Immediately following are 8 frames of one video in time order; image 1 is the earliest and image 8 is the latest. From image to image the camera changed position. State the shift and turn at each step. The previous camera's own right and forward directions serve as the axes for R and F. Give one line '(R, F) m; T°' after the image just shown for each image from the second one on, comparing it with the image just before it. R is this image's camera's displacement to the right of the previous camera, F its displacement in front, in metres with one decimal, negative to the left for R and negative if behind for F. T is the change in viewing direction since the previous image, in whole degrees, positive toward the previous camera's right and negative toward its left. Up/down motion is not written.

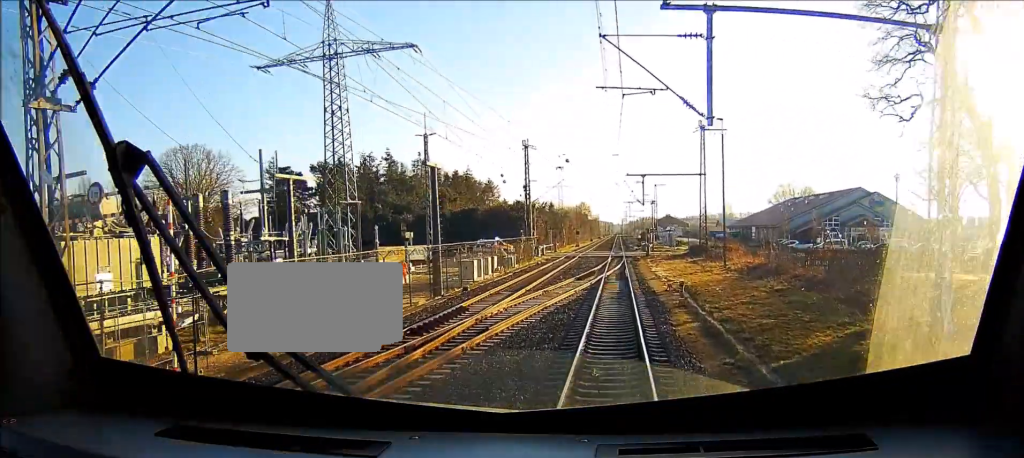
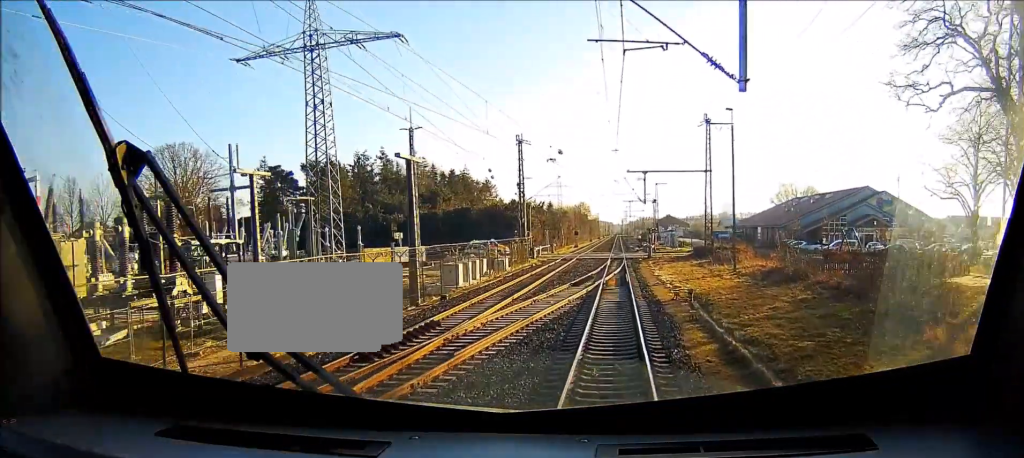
(0.0, +3.7) m; +1°
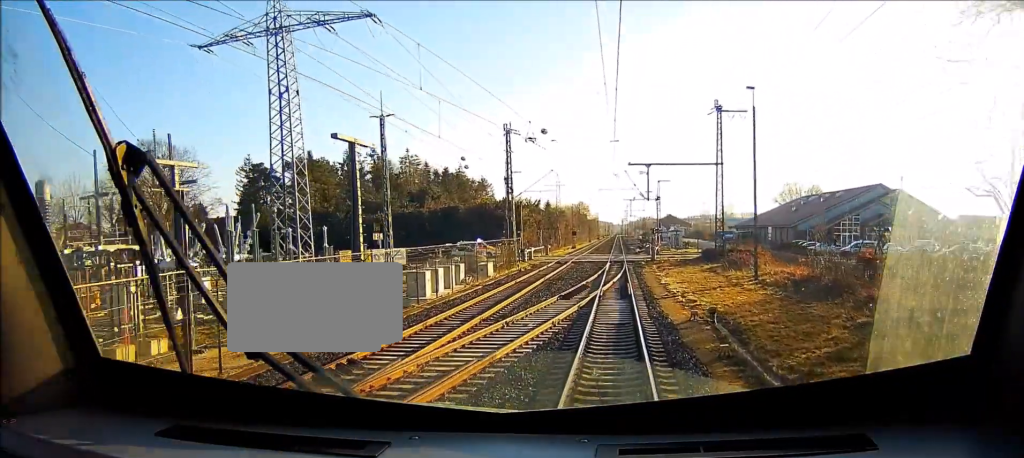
(0.0, +6.2) m; +1°
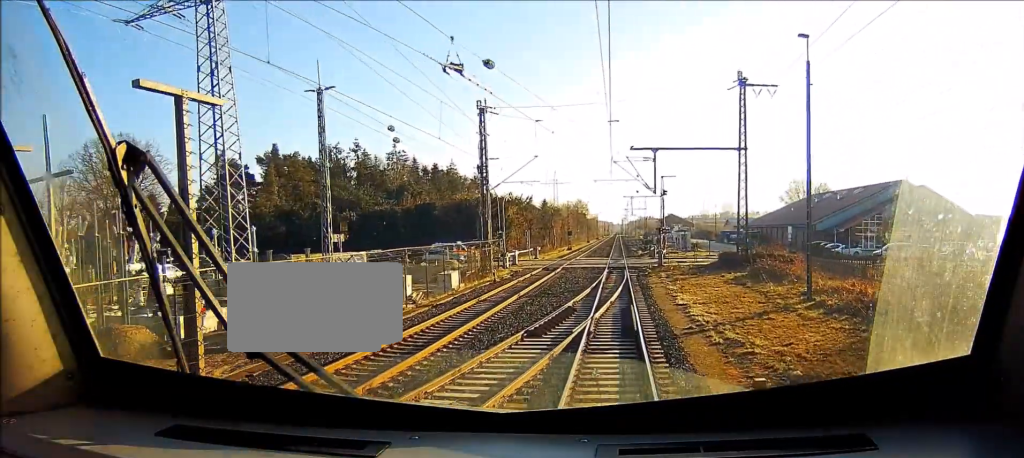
(+0.2, +8.8) m; +1°
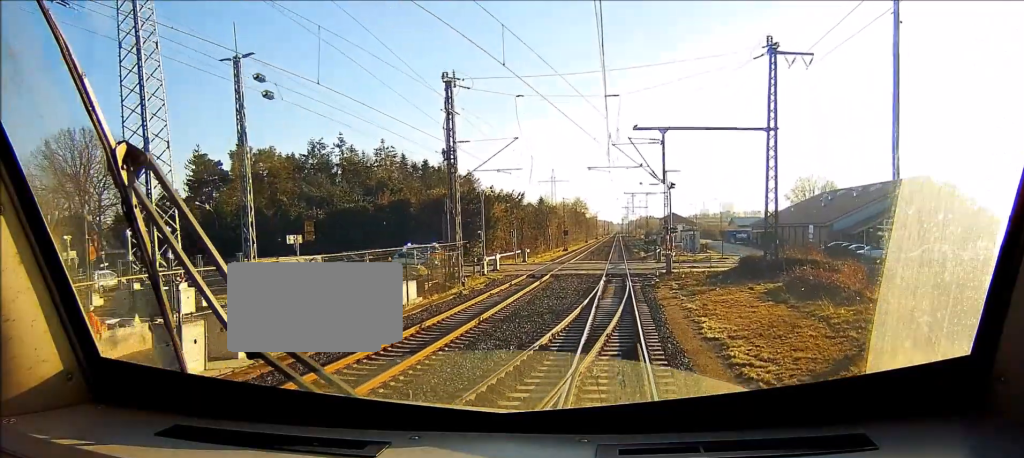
(0.0, +9.0) m; 0°
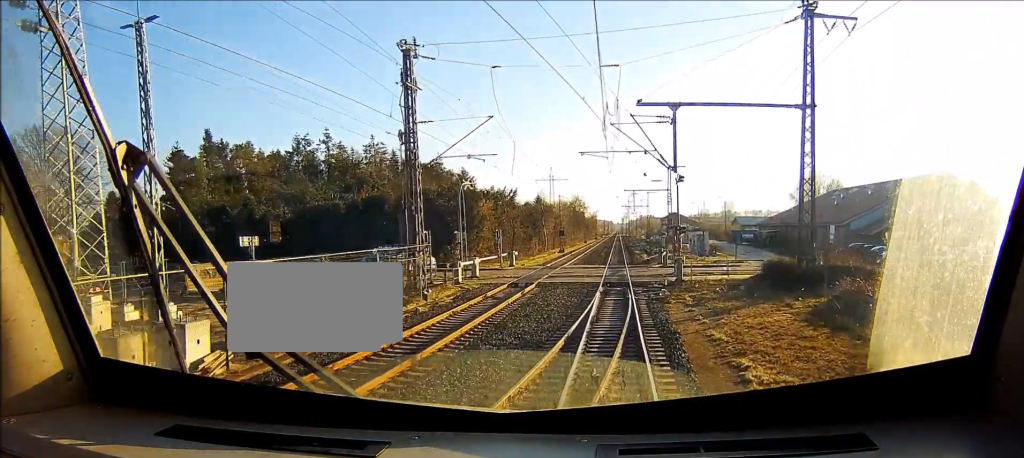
(0.0, +7.9) m; 0°
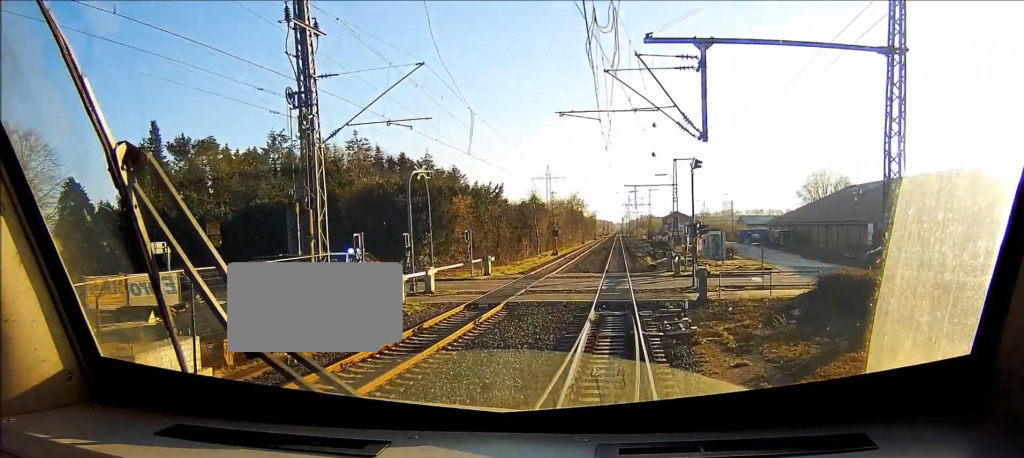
(+0.1, +11.5) m; -1°
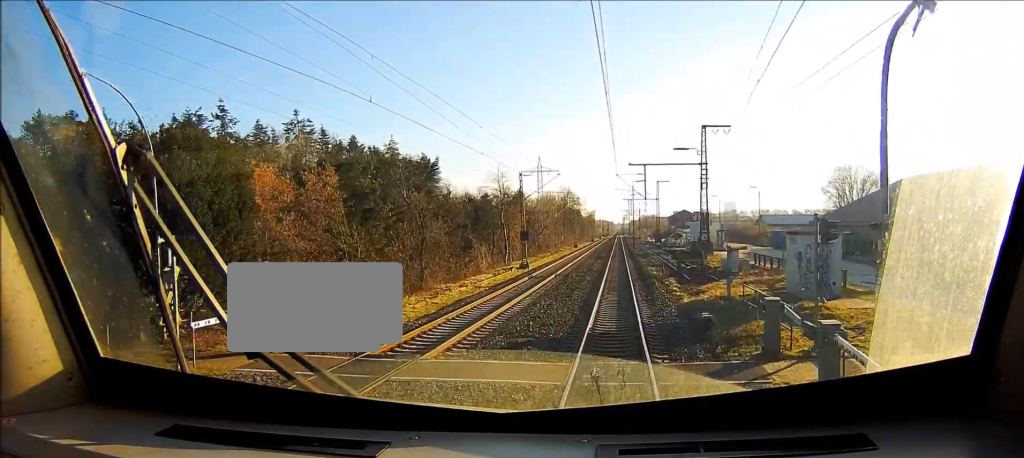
(-0.8, +34.9) m; -1°
